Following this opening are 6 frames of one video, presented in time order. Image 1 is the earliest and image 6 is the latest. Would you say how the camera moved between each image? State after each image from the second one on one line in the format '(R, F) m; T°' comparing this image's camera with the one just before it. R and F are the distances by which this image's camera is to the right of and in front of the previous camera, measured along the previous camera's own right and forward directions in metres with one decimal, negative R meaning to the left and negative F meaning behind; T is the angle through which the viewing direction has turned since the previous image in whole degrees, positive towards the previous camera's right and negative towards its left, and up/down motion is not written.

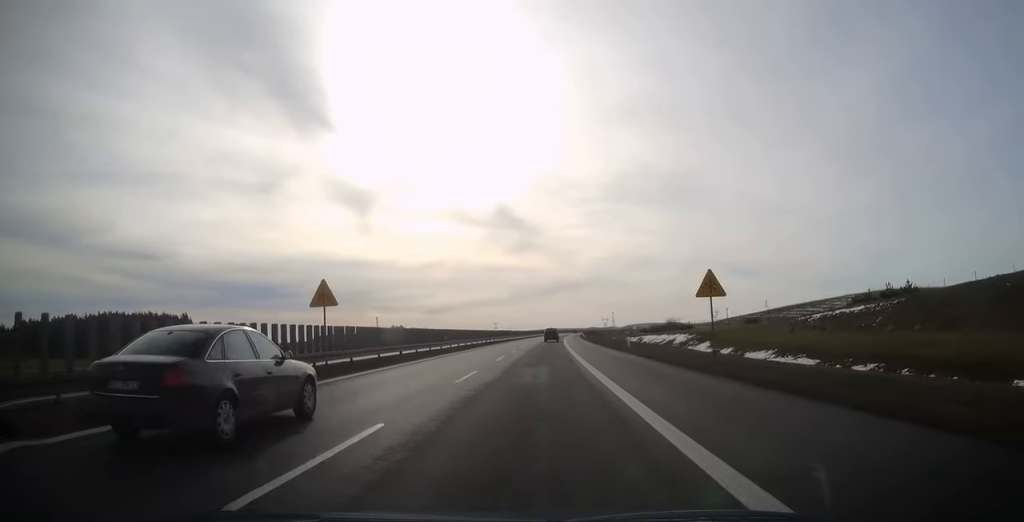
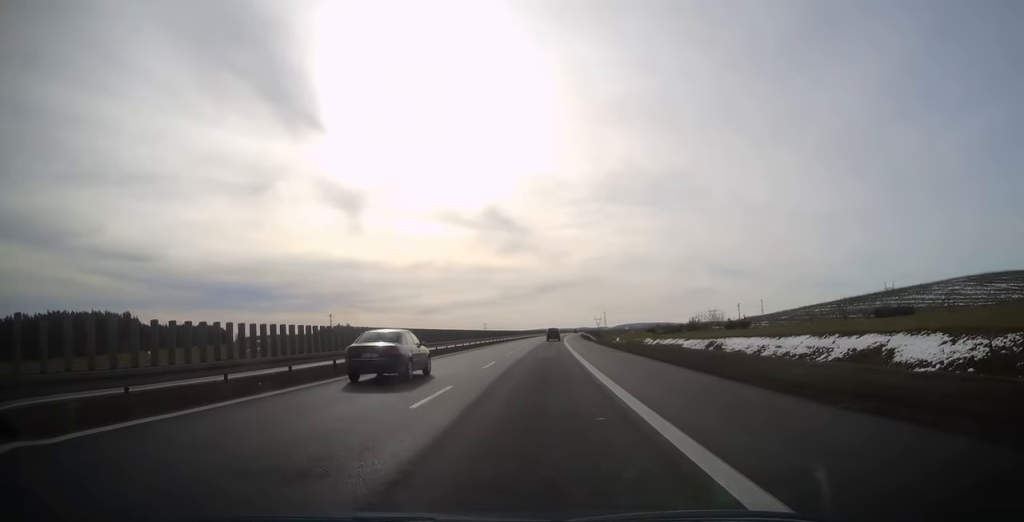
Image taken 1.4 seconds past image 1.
(+0.4, +41.6) m; +1°
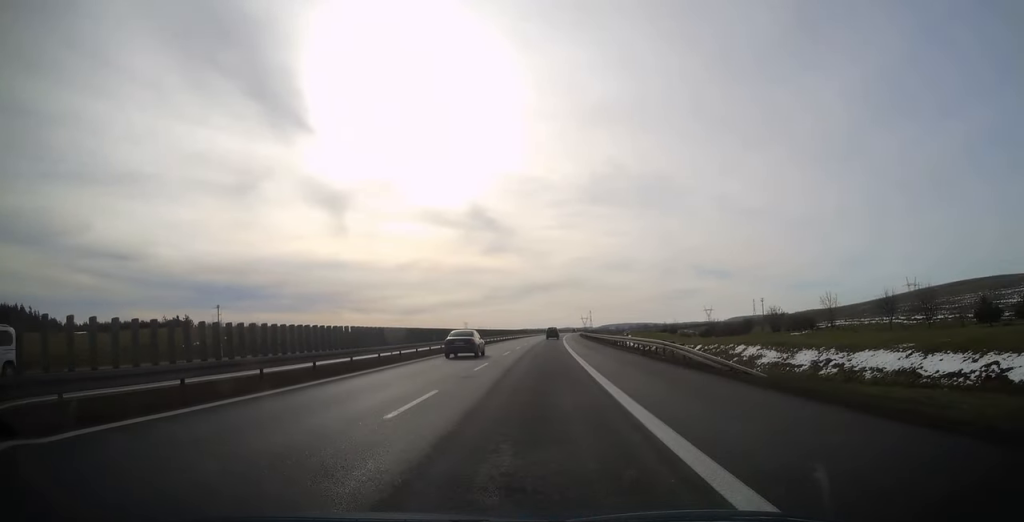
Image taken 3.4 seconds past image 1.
(+0.8, +61.5) m; +1°
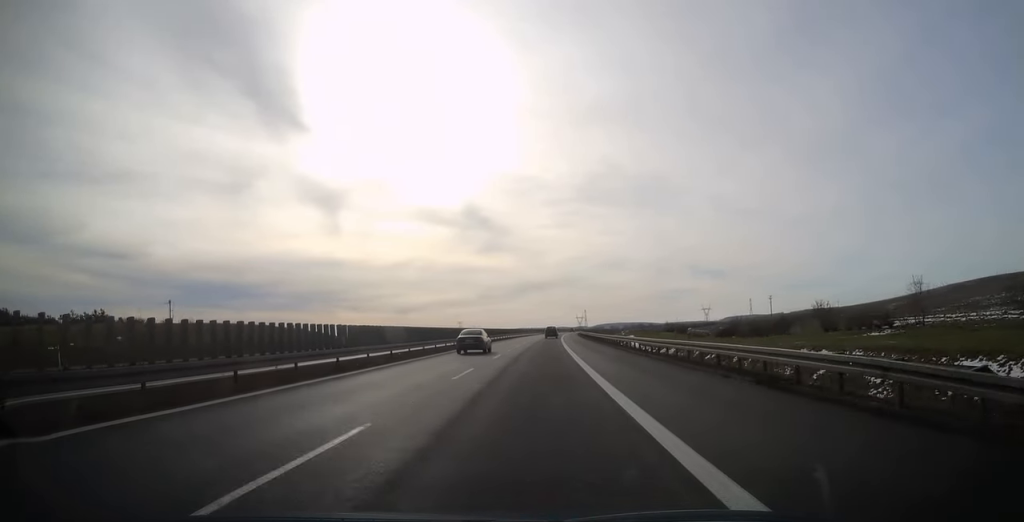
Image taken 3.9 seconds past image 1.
(+0.1, +17.3) m; 0°
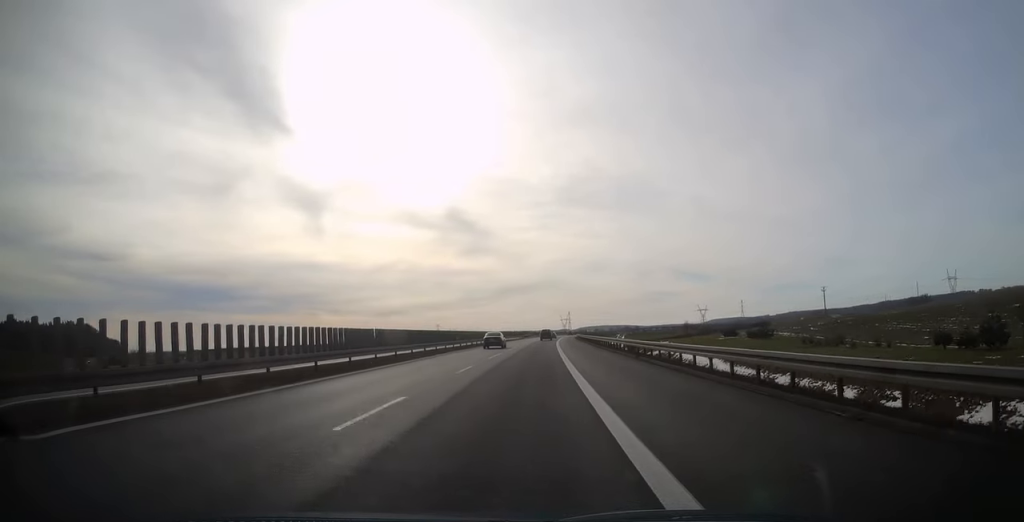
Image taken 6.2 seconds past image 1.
(+0.9, +69.0) m; +2°
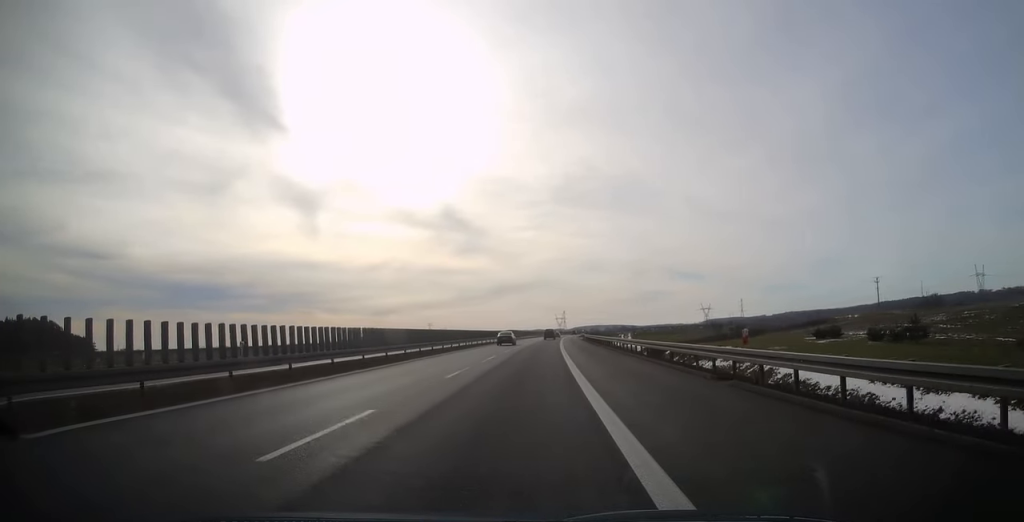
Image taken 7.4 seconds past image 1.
(+0.3, +38.2) m; +1°
